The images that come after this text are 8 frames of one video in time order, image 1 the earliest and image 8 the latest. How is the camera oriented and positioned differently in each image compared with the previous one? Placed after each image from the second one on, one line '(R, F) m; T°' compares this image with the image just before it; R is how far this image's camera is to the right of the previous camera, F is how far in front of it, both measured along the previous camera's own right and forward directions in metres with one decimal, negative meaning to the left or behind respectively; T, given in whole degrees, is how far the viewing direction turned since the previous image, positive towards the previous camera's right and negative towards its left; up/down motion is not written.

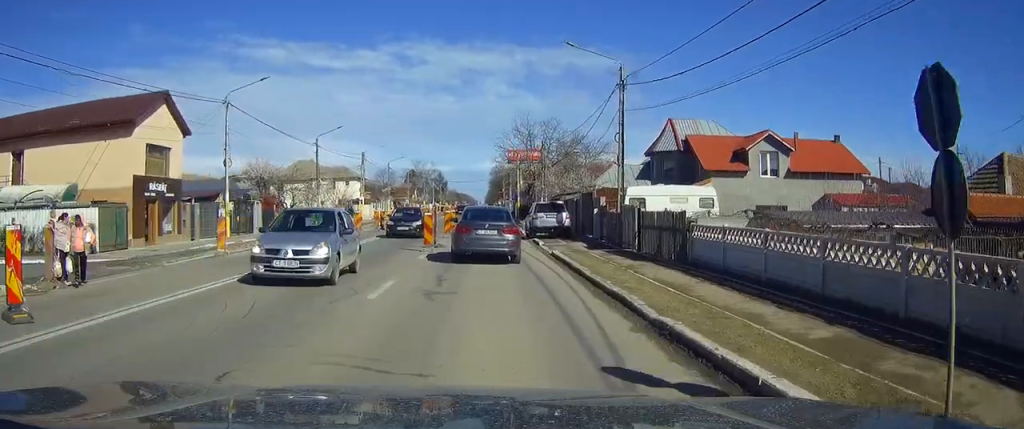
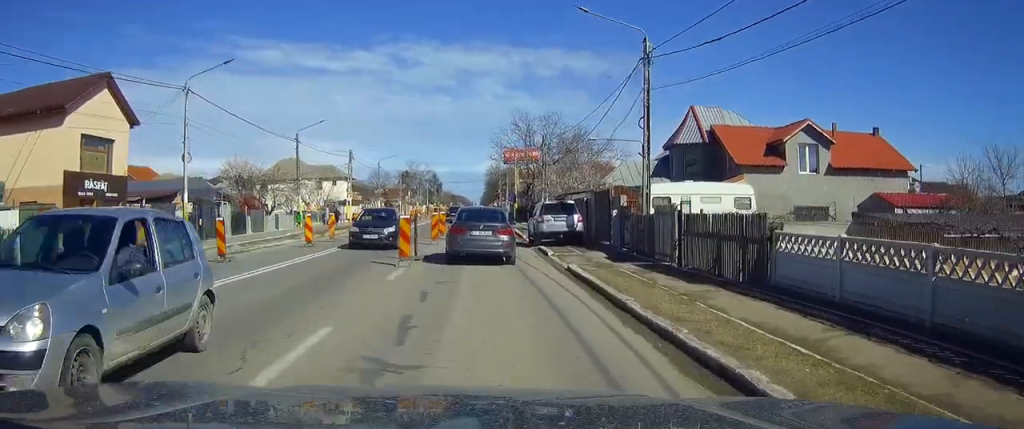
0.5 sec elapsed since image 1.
(+0.1, +5.6) m; 0°
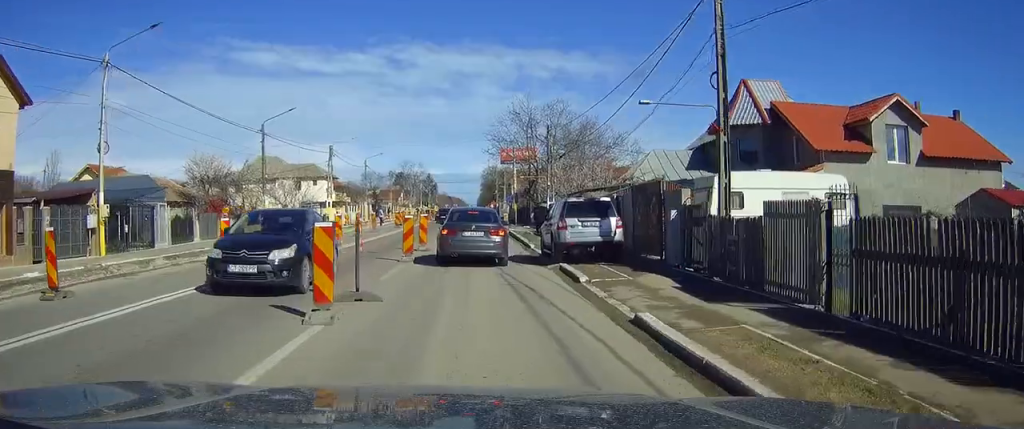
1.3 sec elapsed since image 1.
(0.0, +8.6) m; +1°
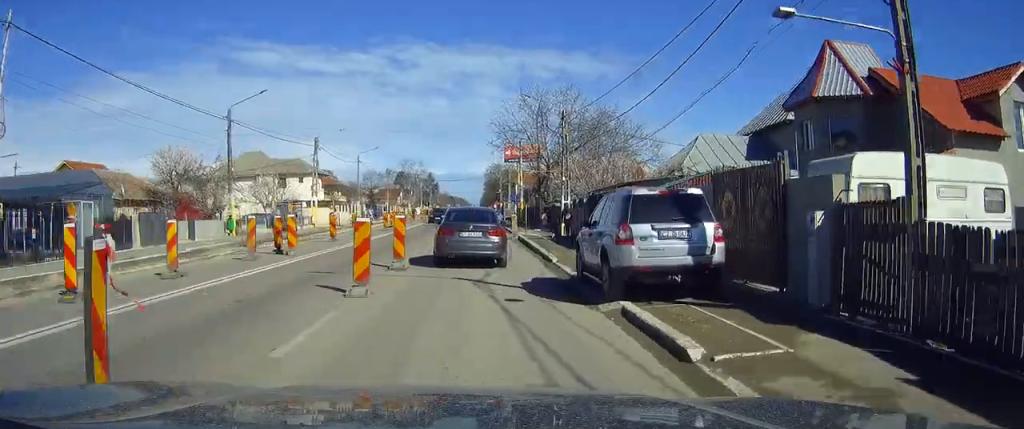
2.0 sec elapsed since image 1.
(0.0, +7.9) m; 0°
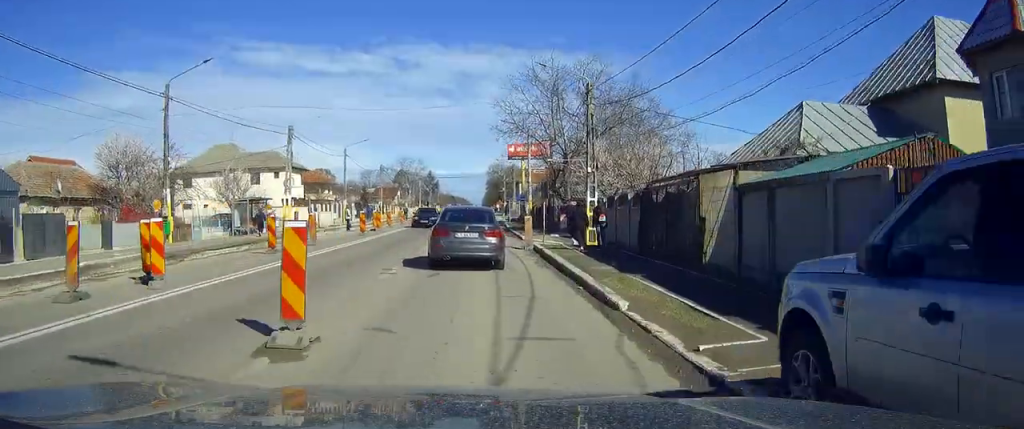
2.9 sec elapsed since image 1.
(+0.1, +10.0) m; 0°
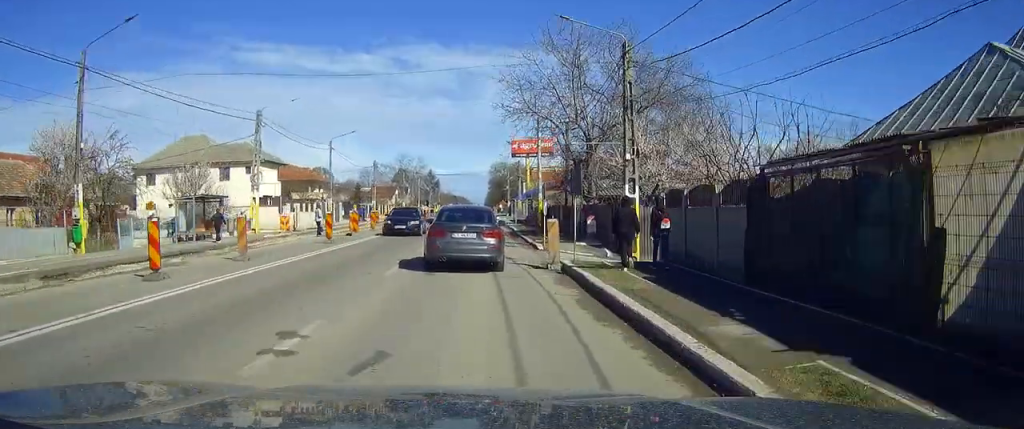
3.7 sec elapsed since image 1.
(-0.1, +9.0) m; -1°
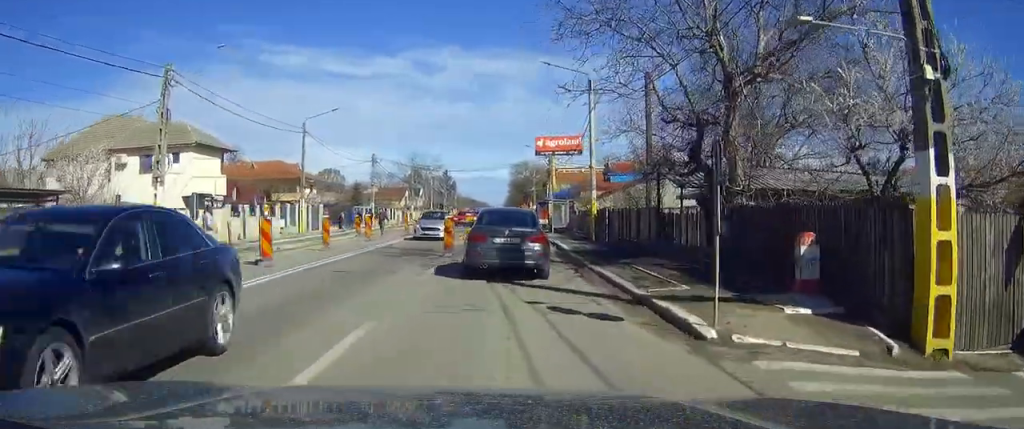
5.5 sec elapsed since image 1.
(-0.3, +18.1) m; 0°
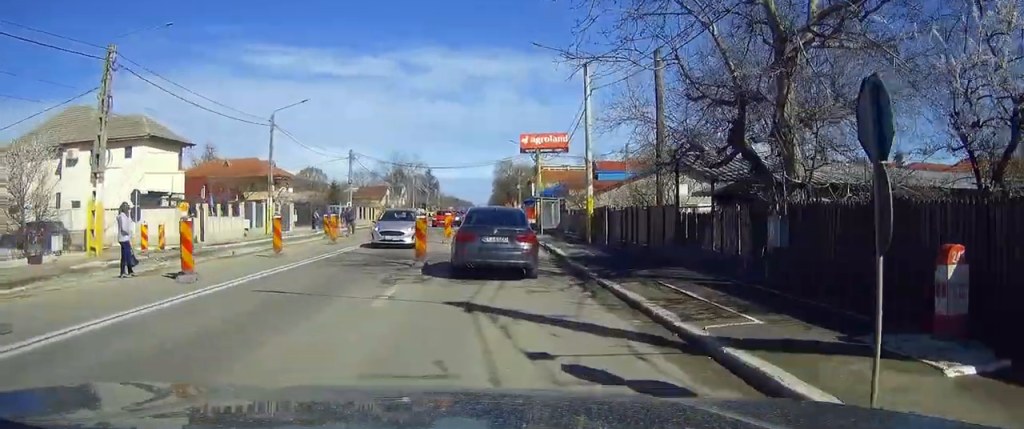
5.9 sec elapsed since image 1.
(0.0, +4.3) m; +1°
